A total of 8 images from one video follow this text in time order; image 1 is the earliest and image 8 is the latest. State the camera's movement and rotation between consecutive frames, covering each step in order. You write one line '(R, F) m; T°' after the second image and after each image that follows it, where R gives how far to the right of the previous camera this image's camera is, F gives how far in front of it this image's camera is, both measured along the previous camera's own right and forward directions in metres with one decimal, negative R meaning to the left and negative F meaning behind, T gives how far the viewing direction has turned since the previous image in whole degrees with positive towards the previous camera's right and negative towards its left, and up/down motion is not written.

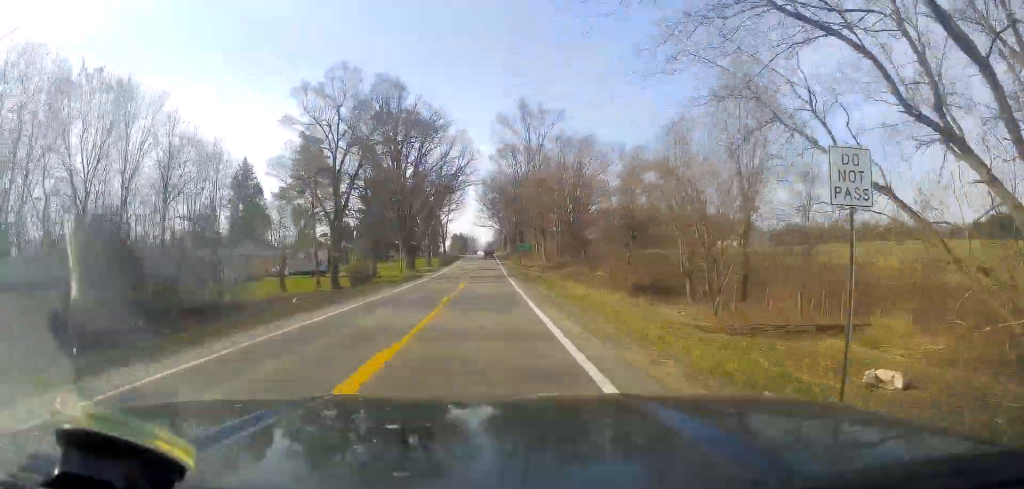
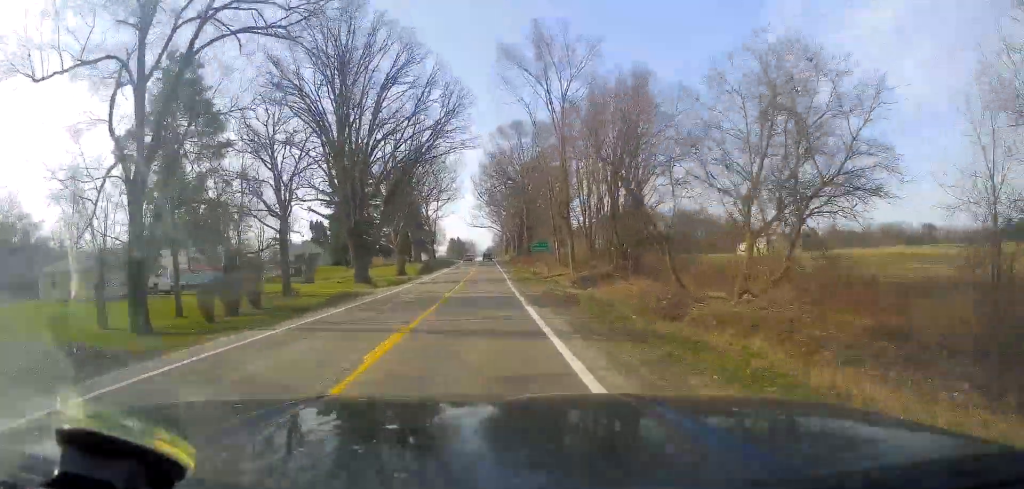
(0.0, +26.6) m; 0°
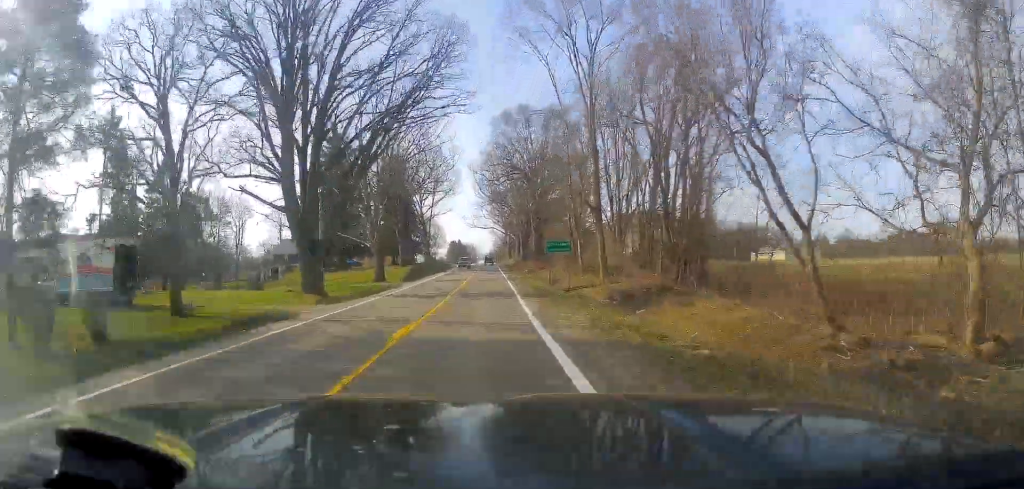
(0.0, +13.3) m; 0°
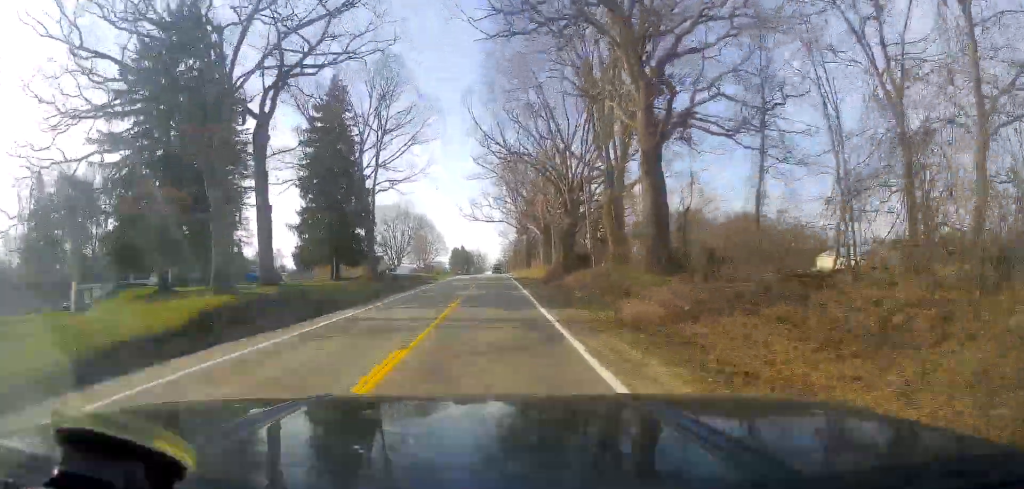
(0.0, +51.7) m; 0°
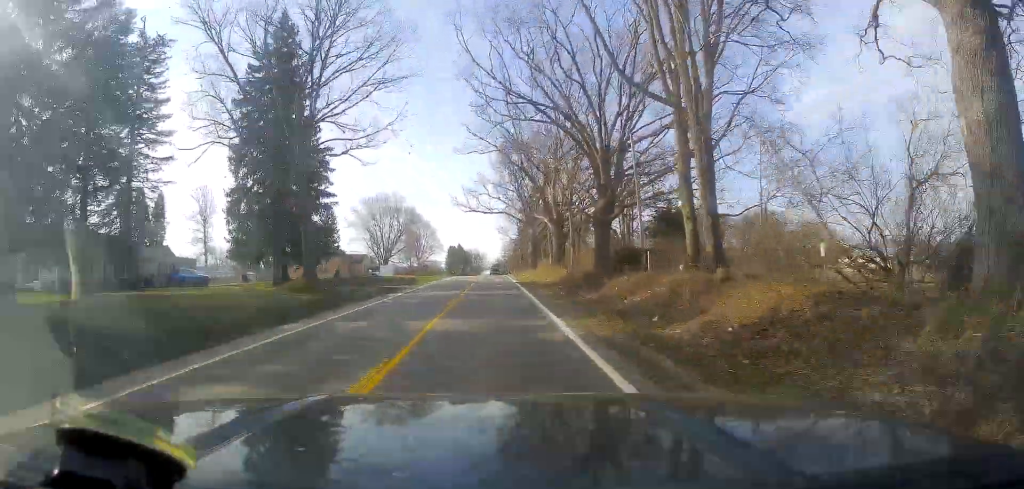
(0.0, +17.2) m; 0°
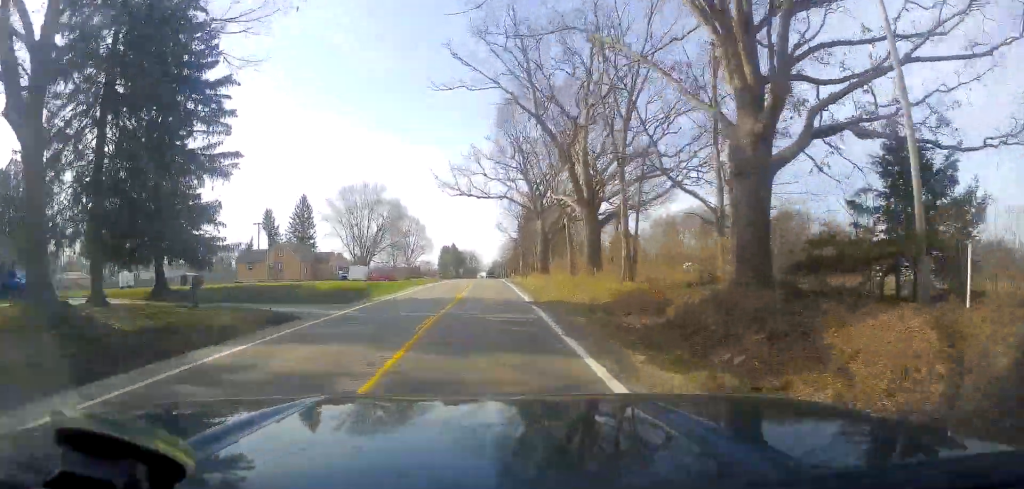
(-0.1, +22.0) m; -1°
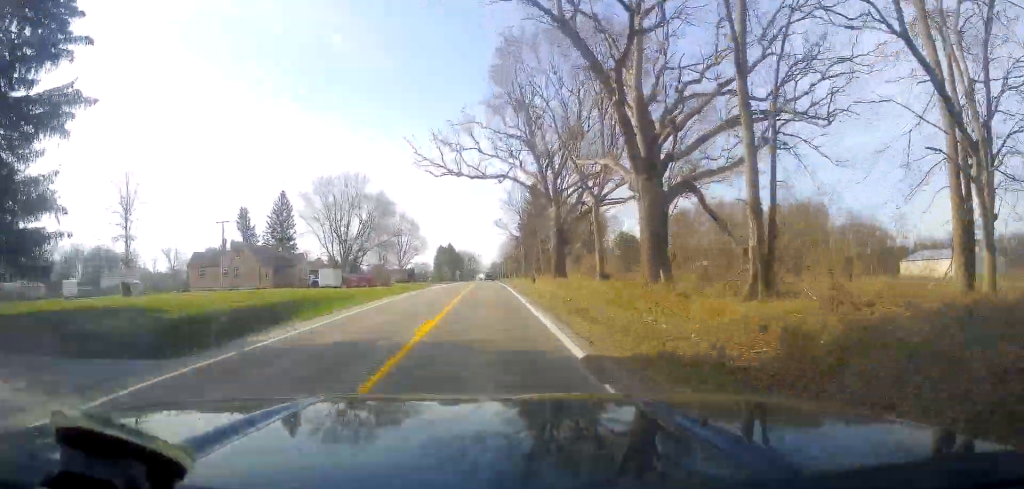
(-0.3, +15.8) m; 0°
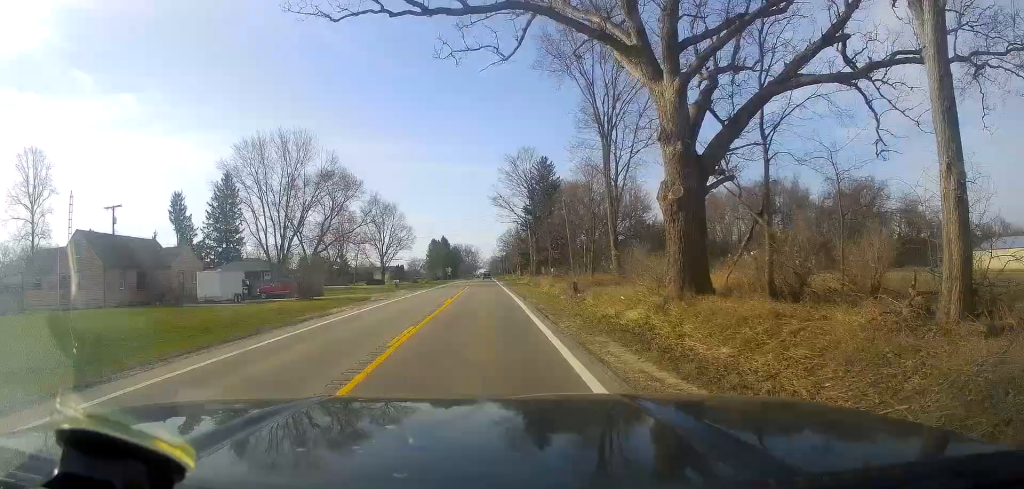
(+0.4, +32.6) m; +1°
